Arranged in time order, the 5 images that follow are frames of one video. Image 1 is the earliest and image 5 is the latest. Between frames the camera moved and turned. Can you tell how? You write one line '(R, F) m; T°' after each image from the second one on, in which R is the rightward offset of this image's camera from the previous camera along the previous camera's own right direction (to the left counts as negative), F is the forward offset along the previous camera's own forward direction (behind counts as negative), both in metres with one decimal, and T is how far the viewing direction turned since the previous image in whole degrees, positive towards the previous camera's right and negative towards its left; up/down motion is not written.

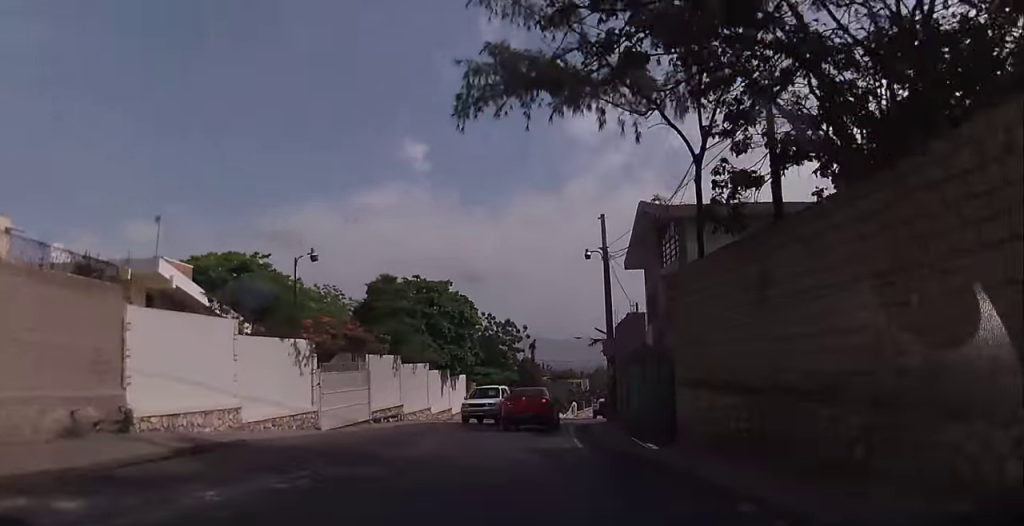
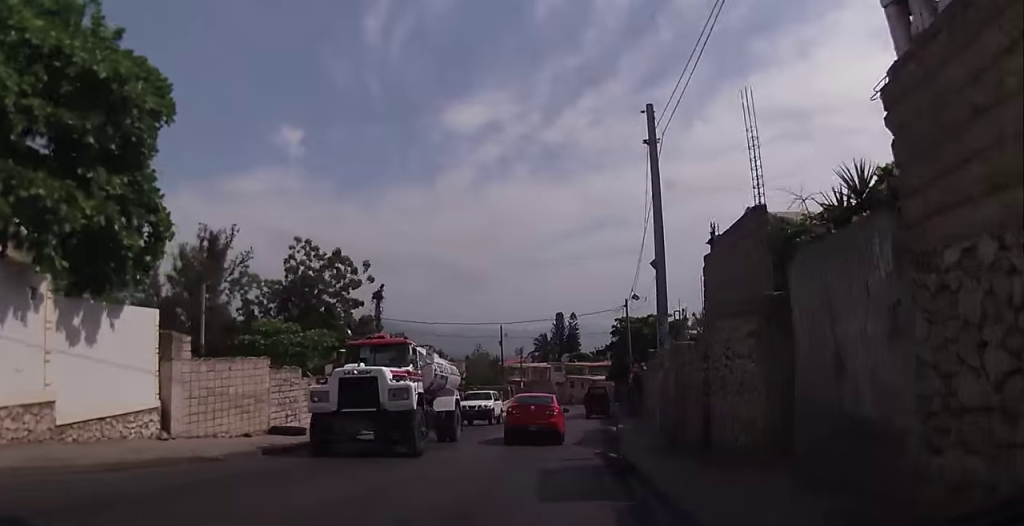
(+2.1, +30.5) m; +10°
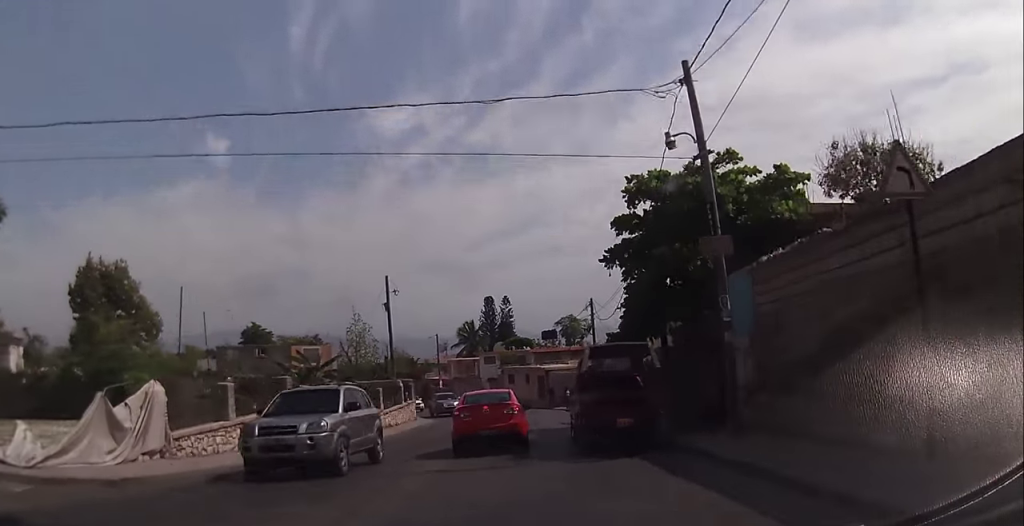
(+2.2, +31.5) m; +8°
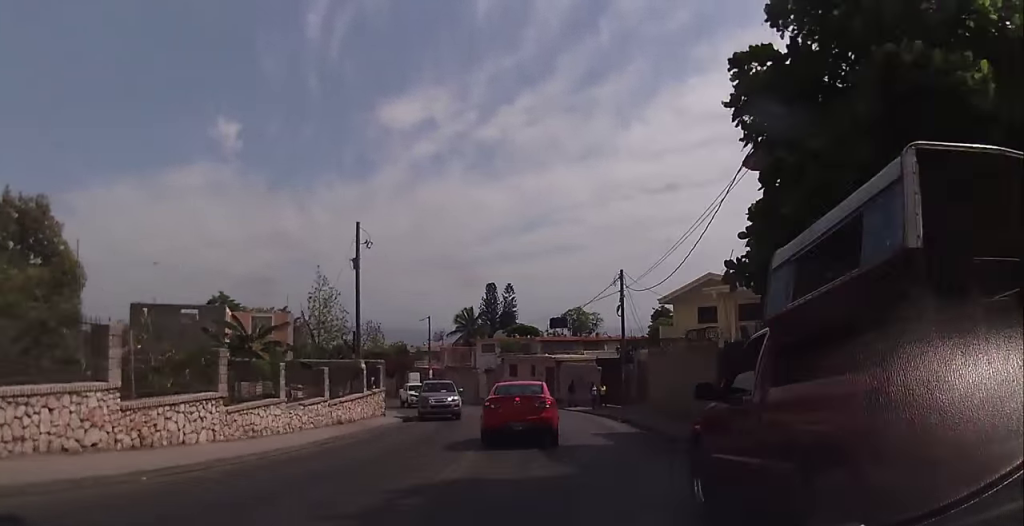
(+0.4, +10.8) m; +1°
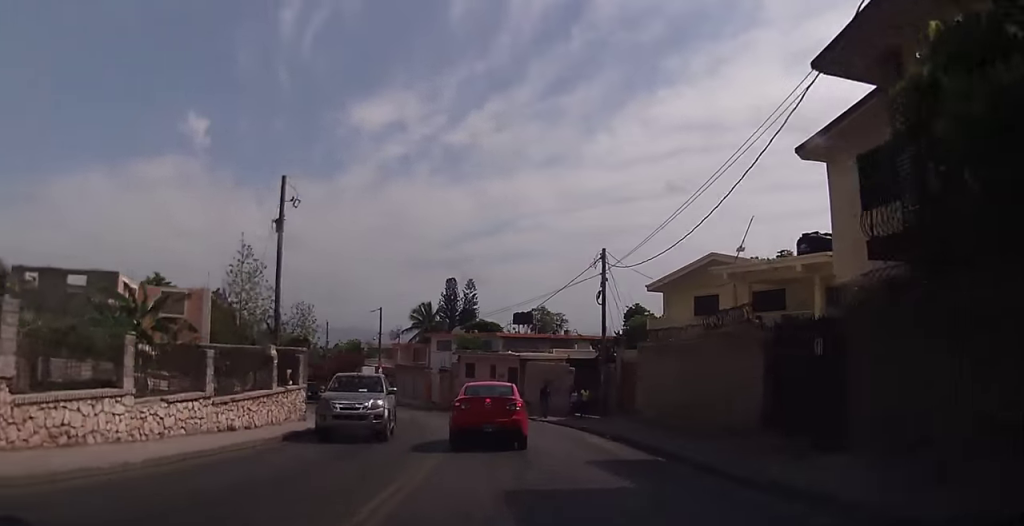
(-0.2, +6.5) m; -1°
